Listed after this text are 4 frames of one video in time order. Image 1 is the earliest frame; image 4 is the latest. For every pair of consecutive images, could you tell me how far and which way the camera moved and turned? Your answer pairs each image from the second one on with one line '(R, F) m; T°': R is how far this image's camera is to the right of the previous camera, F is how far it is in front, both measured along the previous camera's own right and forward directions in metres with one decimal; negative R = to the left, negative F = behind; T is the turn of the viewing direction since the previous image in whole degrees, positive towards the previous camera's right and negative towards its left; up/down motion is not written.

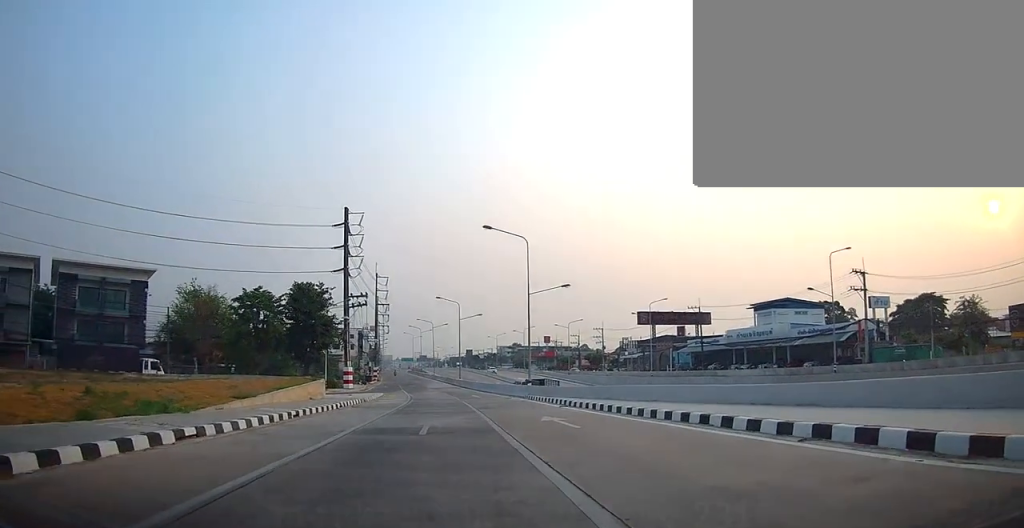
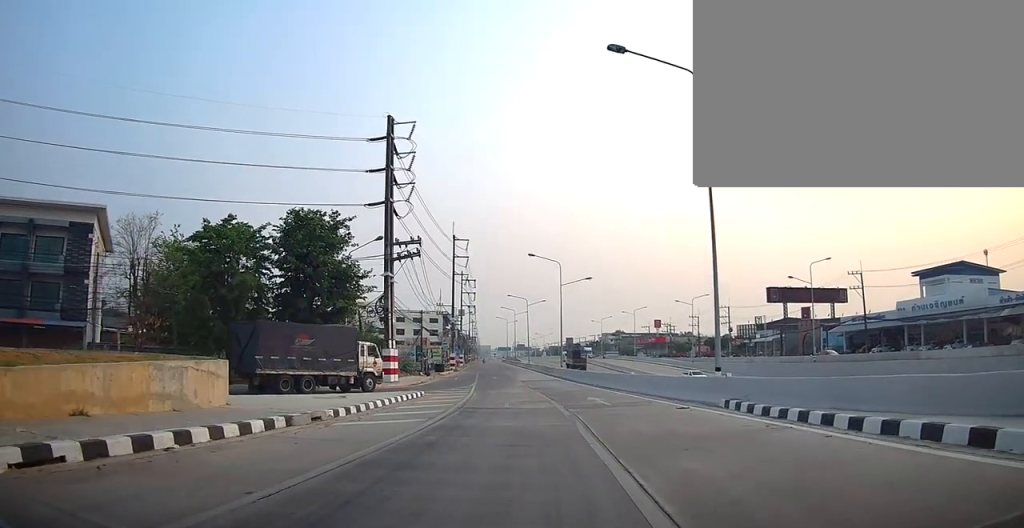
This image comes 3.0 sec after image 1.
(-1.8, +23.2) m; -11°
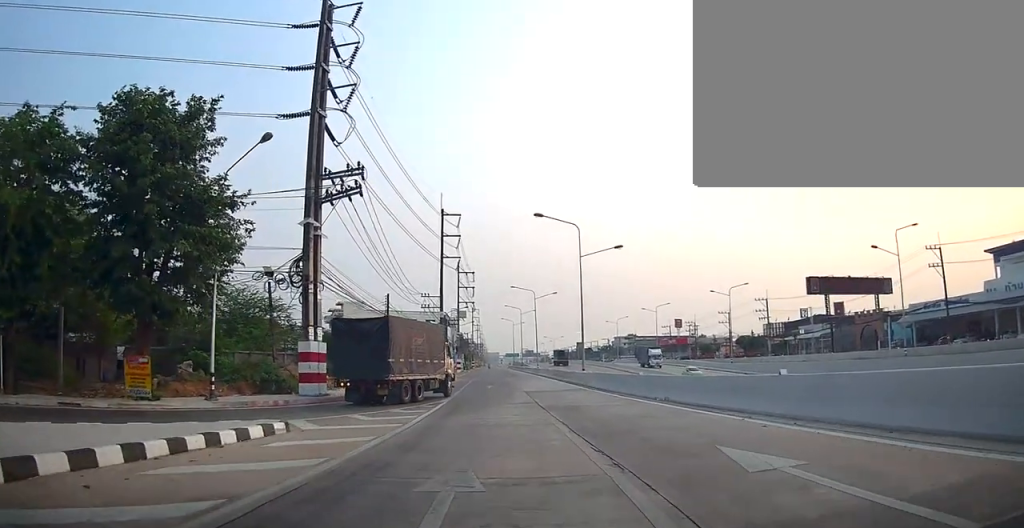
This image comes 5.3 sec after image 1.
(-0.7, +16.8) m; -7°
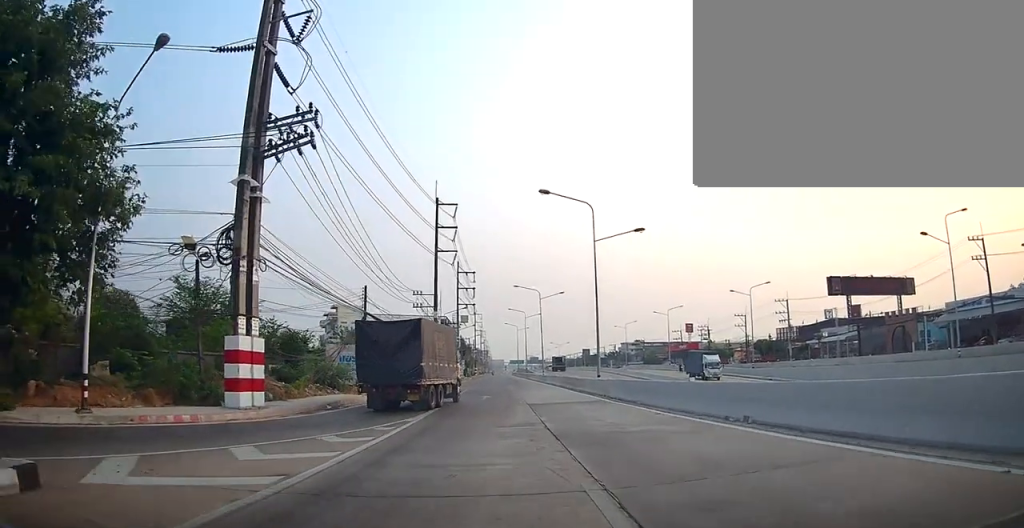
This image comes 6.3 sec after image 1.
(-0.2, +7.0) m; +1°
